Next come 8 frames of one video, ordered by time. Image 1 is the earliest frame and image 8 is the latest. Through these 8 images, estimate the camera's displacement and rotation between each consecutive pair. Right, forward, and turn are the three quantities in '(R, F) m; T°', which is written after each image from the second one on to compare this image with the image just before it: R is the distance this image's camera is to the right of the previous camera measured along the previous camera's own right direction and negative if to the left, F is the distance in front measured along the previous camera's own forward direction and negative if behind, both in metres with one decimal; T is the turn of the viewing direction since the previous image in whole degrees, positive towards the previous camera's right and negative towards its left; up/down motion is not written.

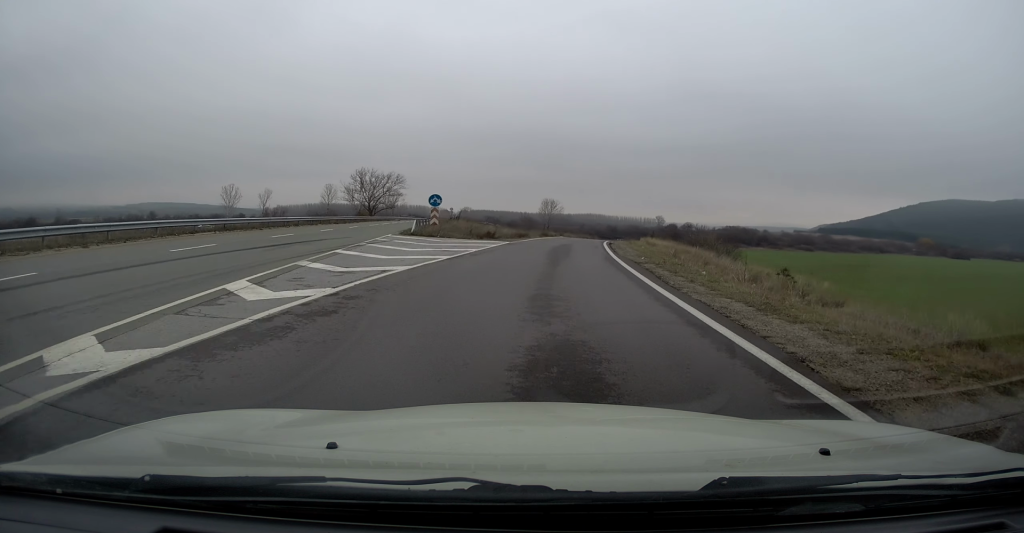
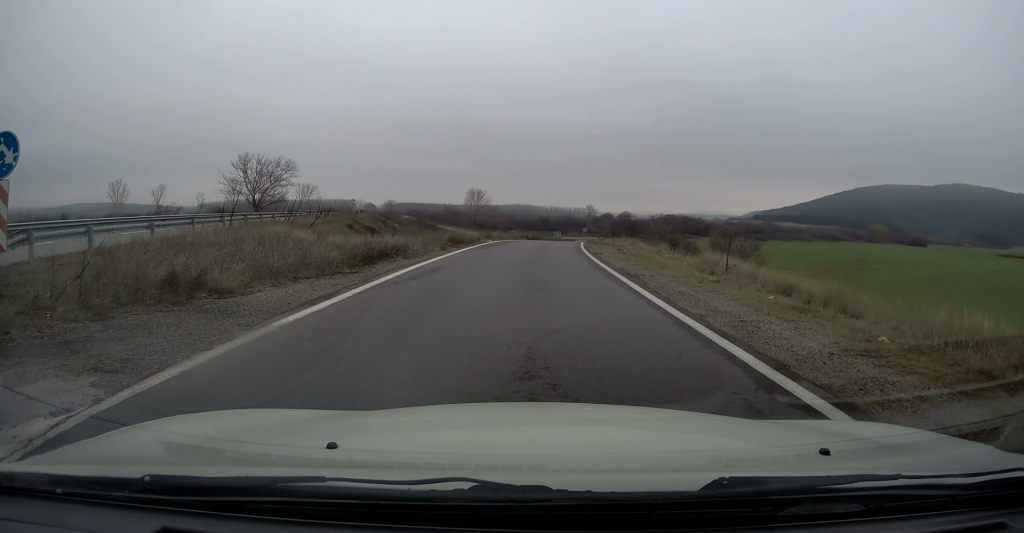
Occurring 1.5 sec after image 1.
(+1.4, +25.2) m; +6°
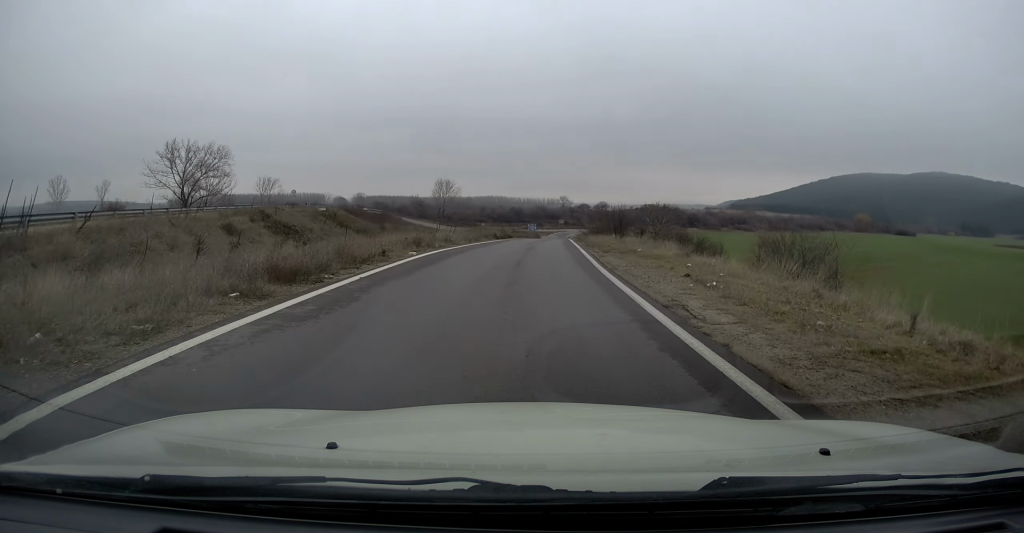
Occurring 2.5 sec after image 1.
(+0.3, +15.5) m; +1°
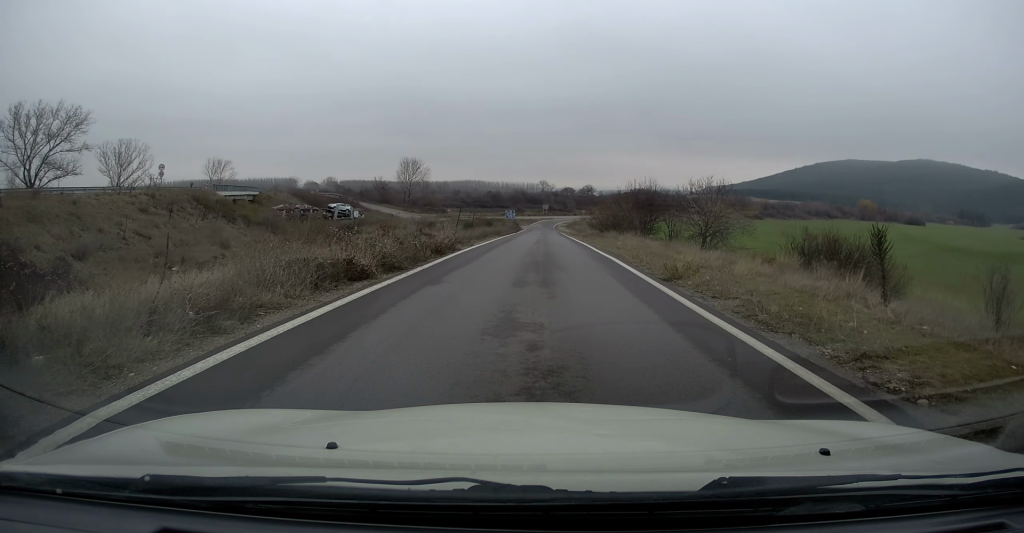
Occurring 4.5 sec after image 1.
(-0.2, +29.6) m; +1°
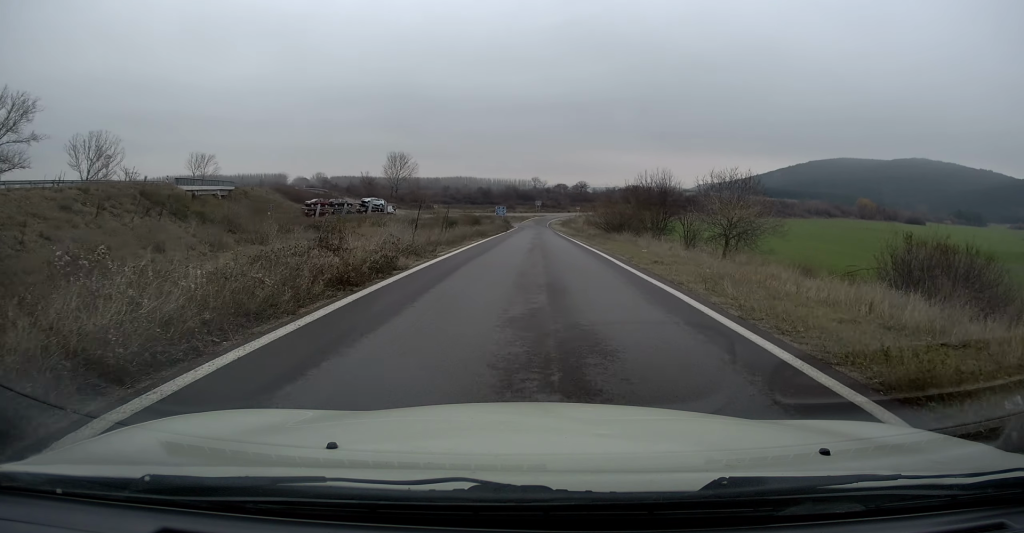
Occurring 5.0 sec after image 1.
(+0.1, +7.7) m; +2°
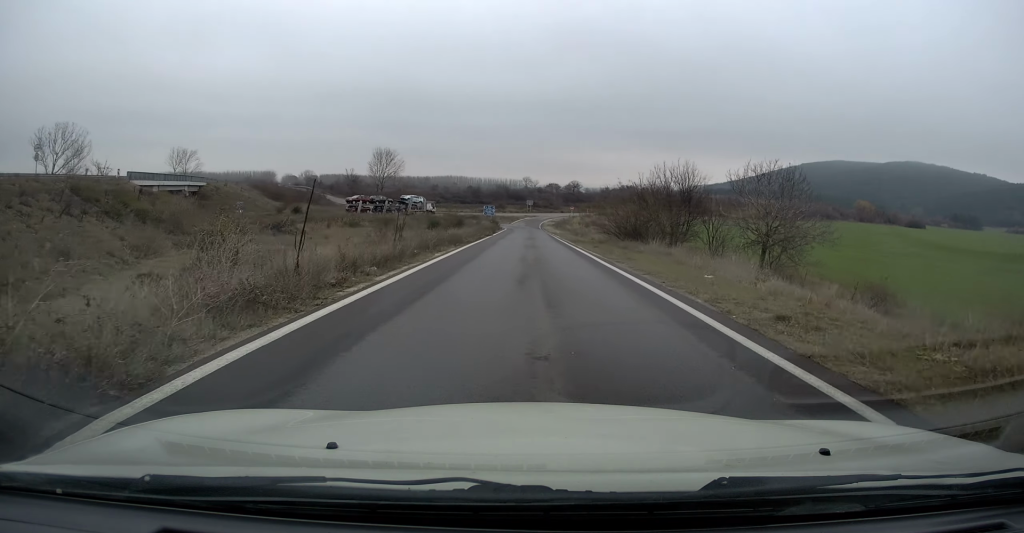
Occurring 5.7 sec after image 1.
(+0.2, +8.3) m; +1°
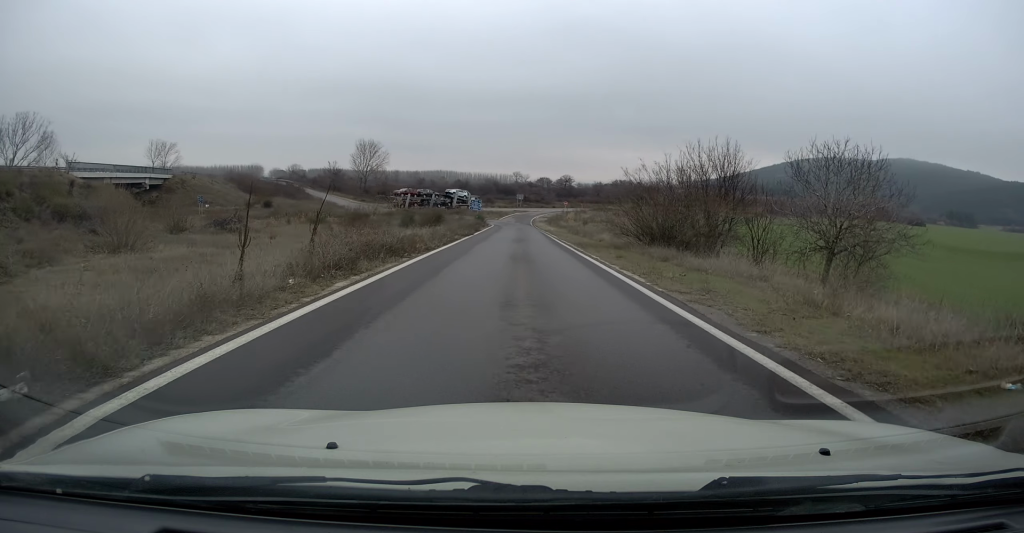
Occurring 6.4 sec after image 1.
(+0.3, +9.0) m; 0°
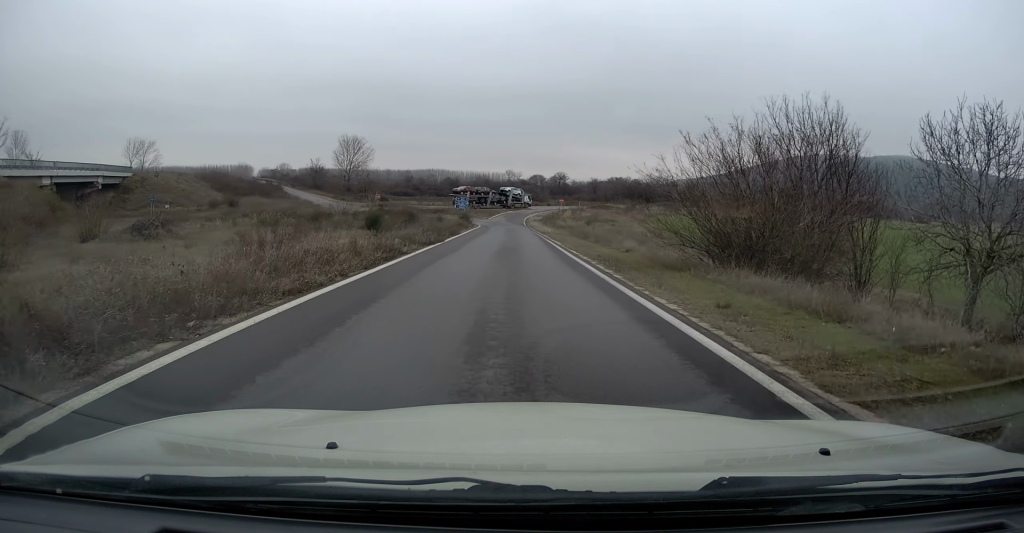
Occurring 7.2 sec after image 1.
(-0.4, +10.3) m; 0°
